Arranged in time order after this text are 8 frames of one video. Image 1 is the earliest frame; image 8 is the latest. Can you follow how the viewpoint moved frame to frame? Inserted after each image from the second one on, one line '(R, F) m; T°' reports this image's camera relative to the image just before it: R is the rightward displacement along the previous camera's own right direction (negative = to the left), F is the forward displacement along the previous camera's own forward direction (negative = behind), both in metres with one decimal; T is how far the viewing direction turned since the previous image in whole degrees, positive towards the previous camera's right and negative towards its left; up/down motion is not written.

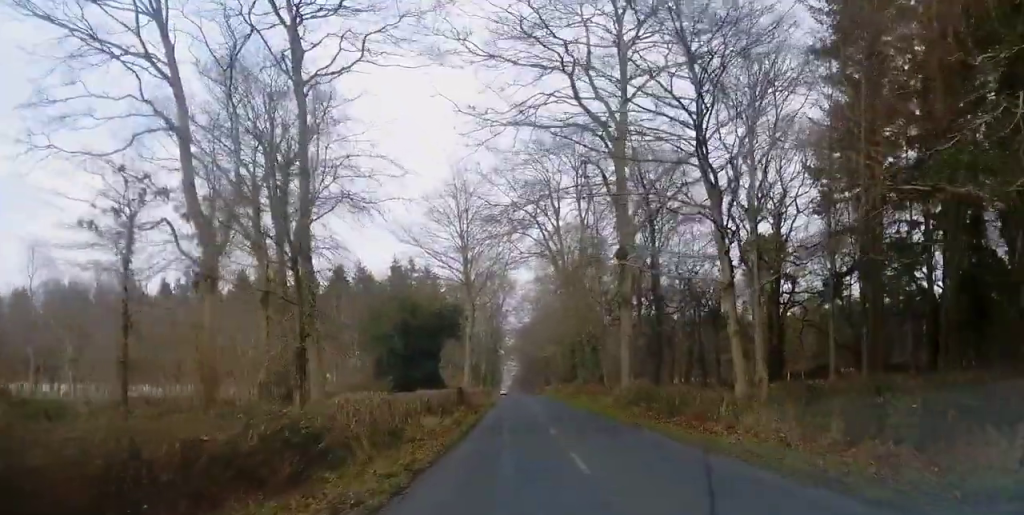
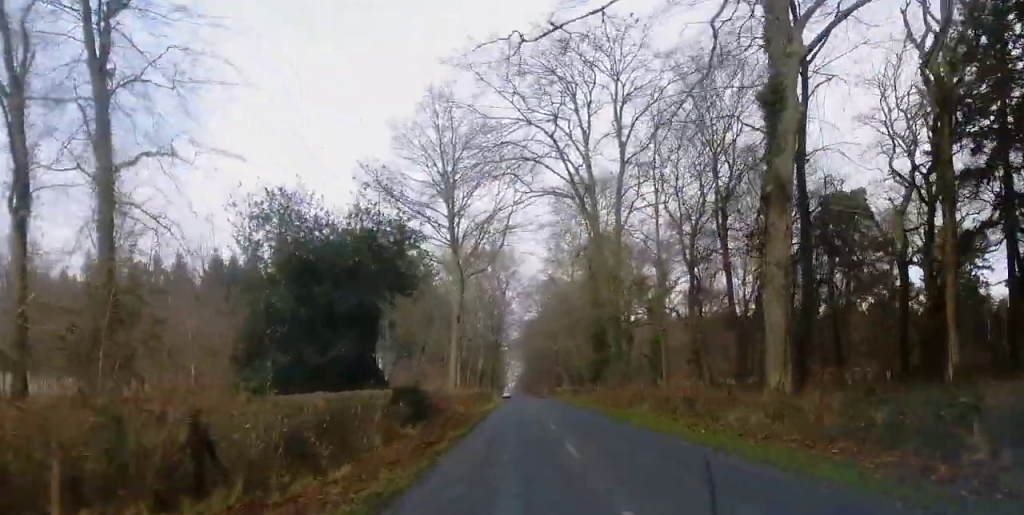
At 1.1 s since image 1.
(+0.1, +24.0) m; 0°
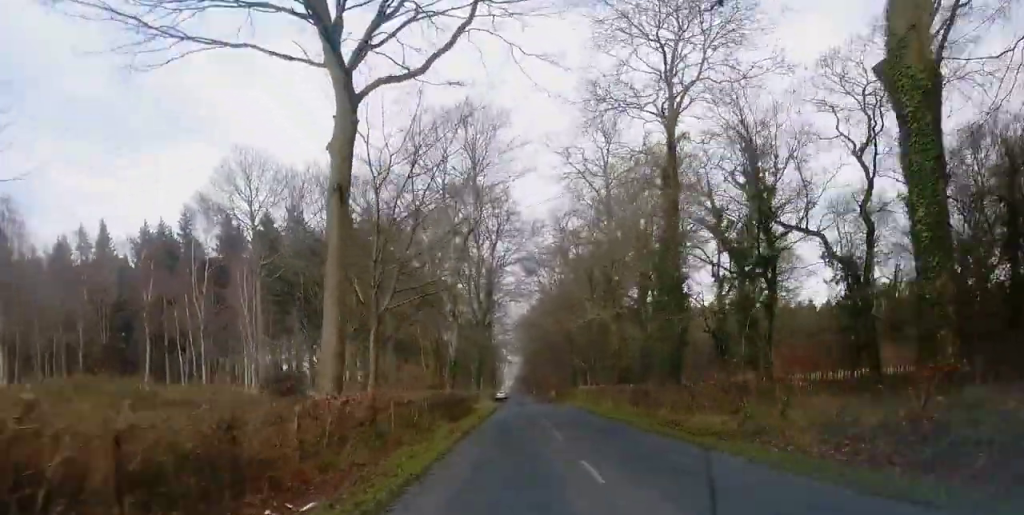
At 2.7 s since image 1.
(+0.1, +38.0) m; +1°
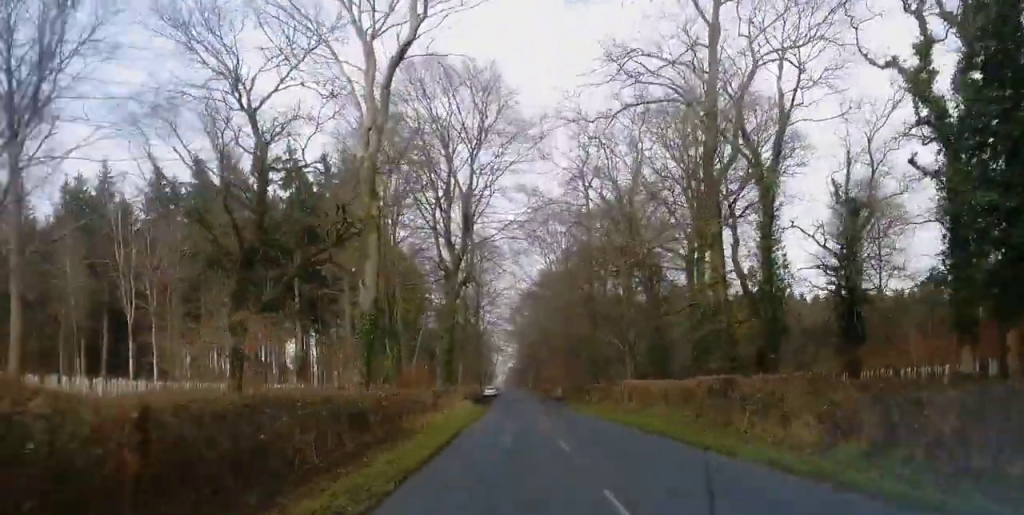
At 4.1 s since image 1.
(-0.1, +30.0) m; -1°
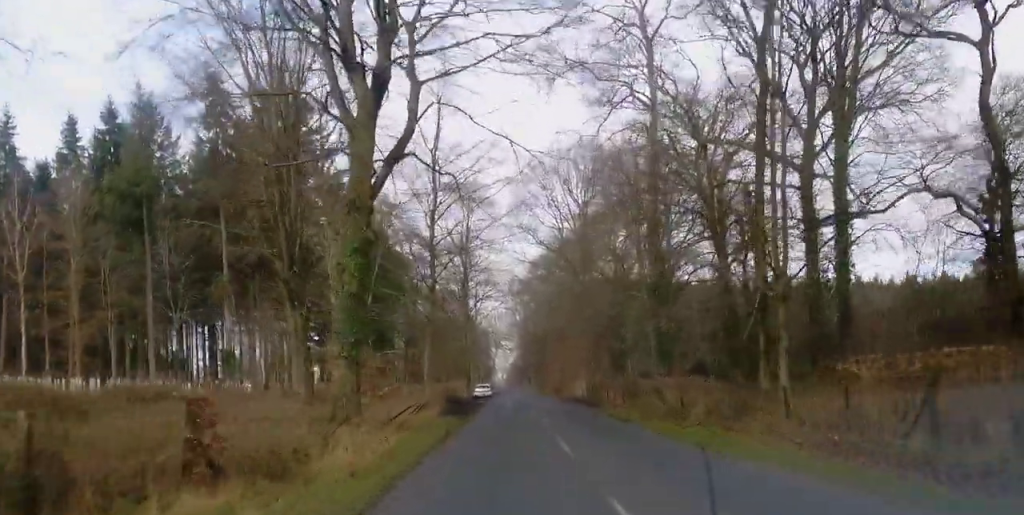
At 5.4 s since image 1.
(0.0, +27.9) m; +1°
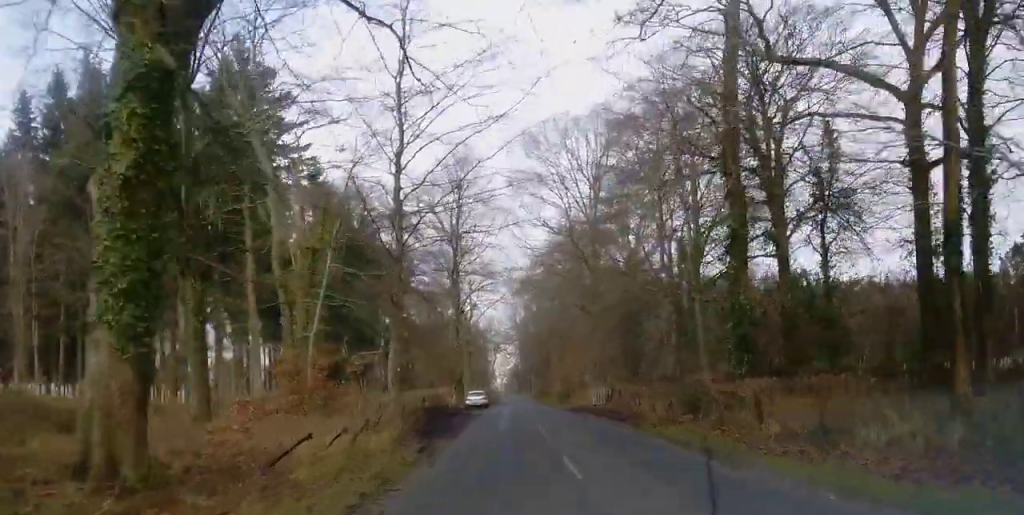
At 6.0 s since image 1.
(+0.1, +12.2) m; 0°
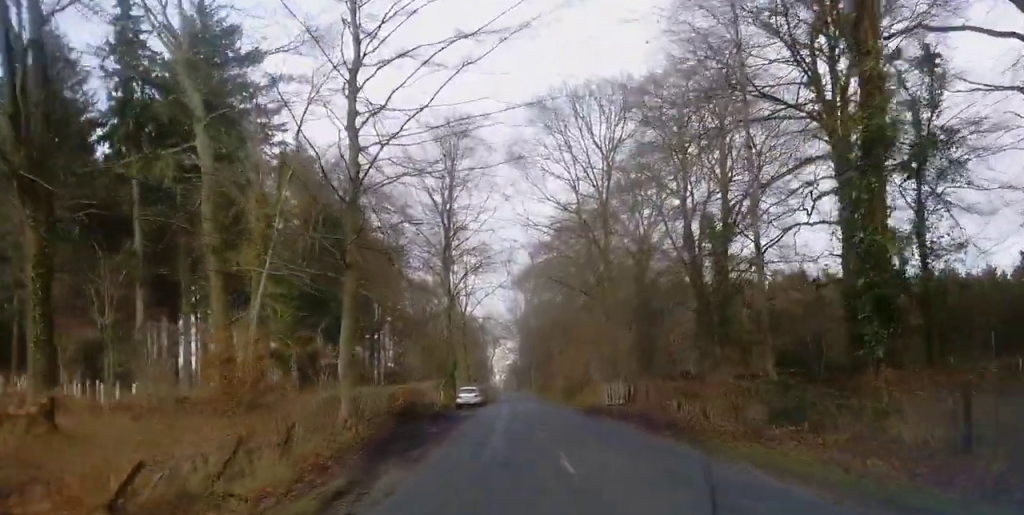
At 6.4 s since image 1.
(0.0, +8.5) m; 0°
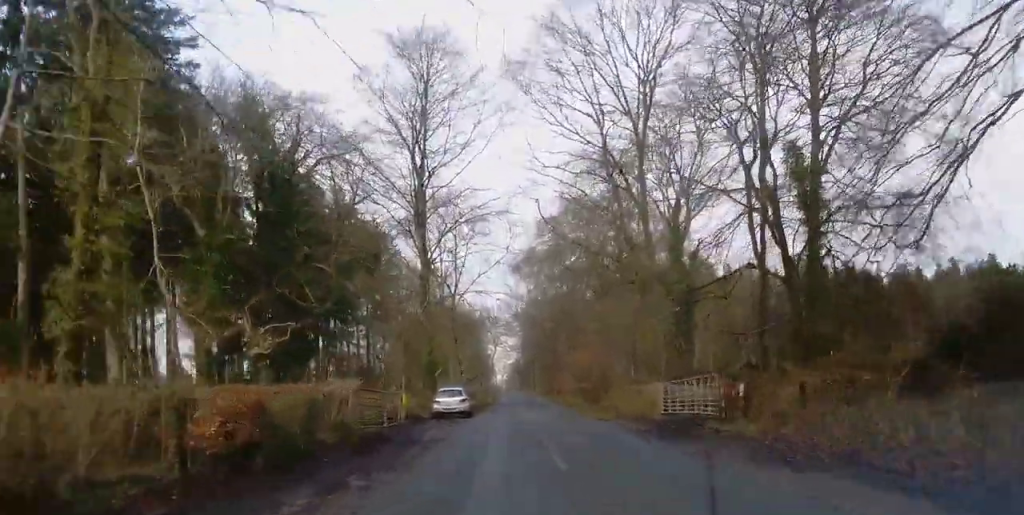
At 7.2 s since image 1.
(-0.1, +17.0) m; -1°
